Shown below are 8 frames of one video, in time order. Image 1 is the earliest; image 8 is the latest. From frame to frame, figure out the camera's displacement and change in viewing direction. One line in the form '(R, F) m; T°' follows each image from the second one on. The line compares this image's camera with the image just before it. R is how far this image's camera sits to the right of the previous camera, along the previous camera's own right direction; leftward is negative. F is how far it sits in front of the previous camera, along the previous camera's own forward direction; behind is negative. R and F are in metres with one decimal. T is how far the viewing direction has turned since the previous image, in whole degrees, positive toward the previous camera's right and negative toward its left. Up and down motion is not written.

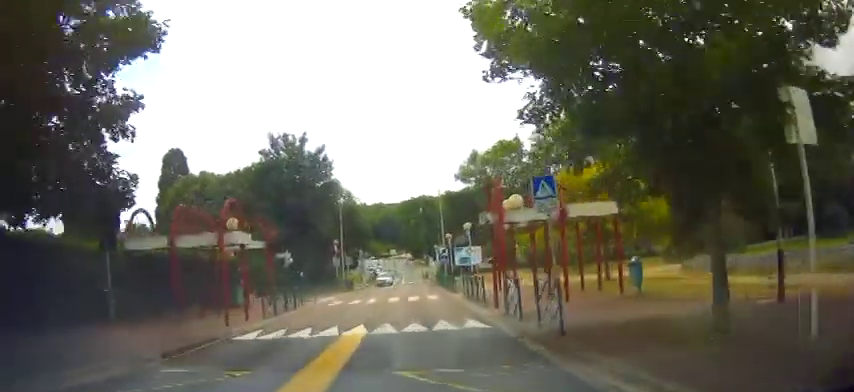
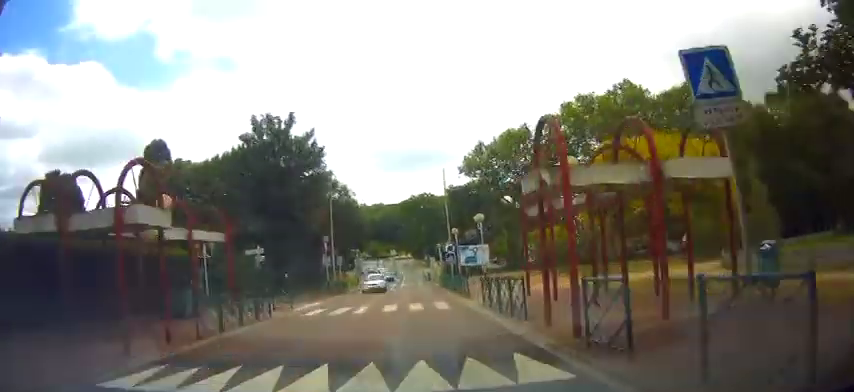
(-0.3, +5.9) m; 0°
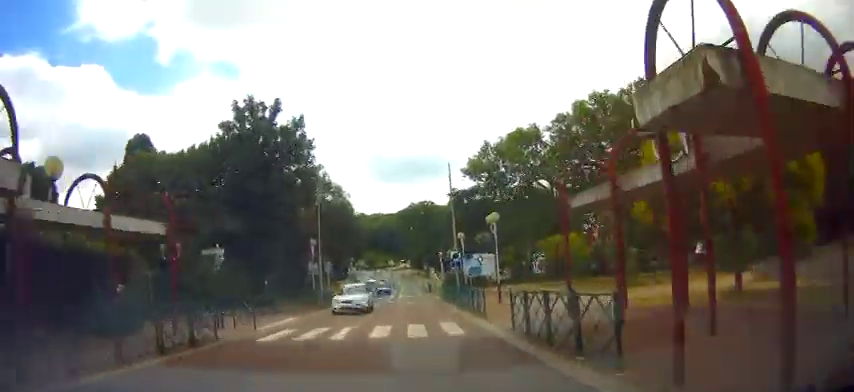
(+0.2, +6.0) m; +1°
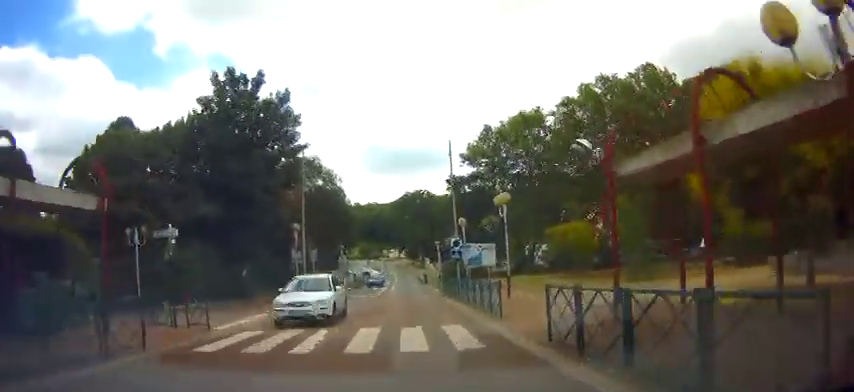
(+0.1, +4.2) m; +1°
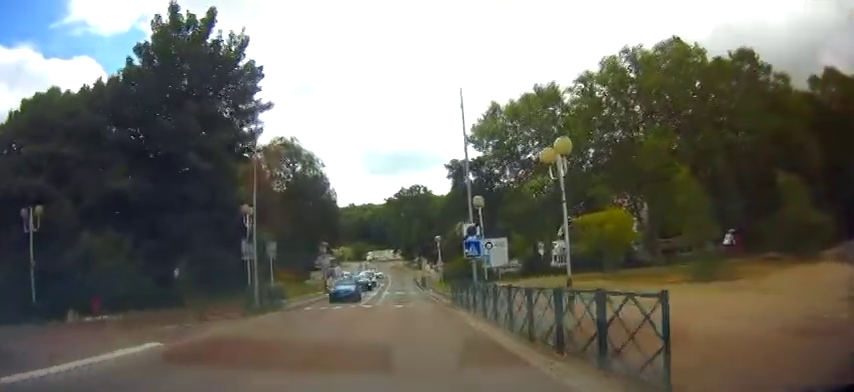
(0.0, +9.2) m; +3°
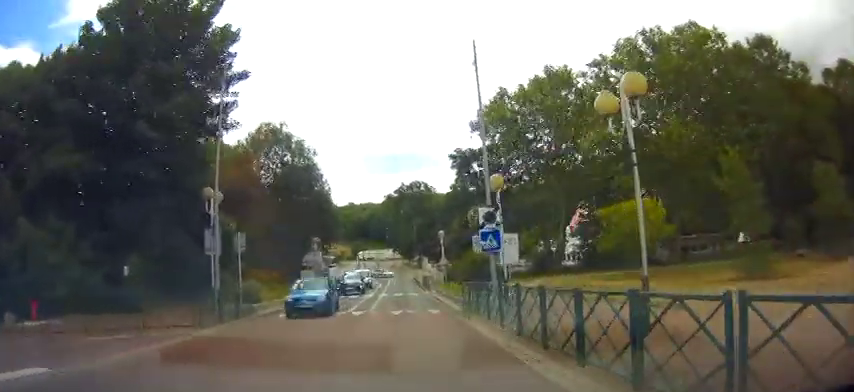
(+0.3, +4.3) m; 0°
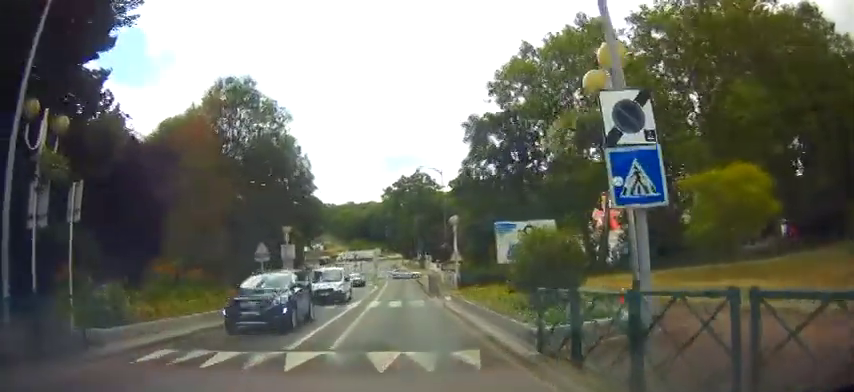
(-0.3, +10.1) m; -3°
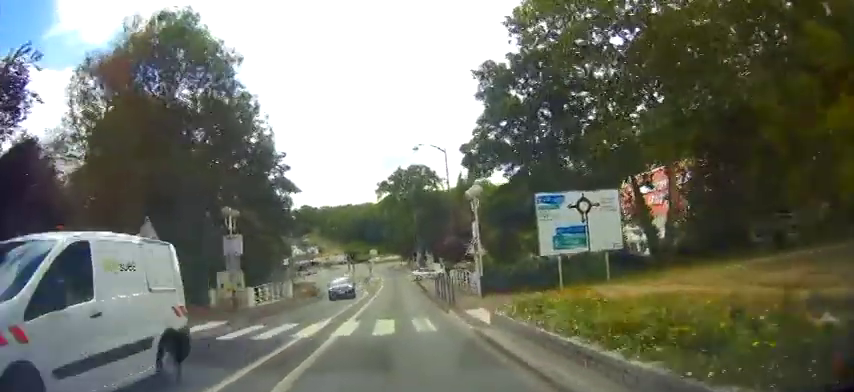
(0.0, +10.0) m; +1°
